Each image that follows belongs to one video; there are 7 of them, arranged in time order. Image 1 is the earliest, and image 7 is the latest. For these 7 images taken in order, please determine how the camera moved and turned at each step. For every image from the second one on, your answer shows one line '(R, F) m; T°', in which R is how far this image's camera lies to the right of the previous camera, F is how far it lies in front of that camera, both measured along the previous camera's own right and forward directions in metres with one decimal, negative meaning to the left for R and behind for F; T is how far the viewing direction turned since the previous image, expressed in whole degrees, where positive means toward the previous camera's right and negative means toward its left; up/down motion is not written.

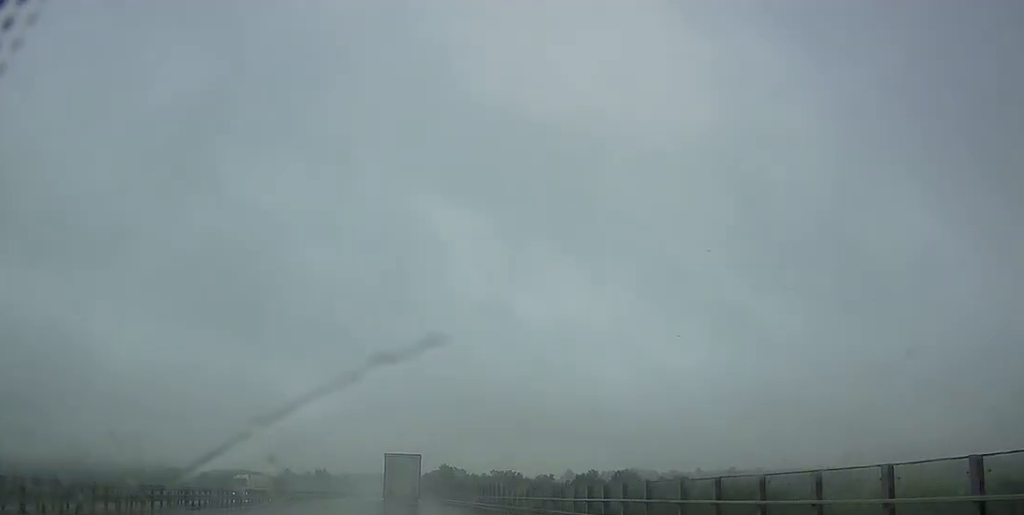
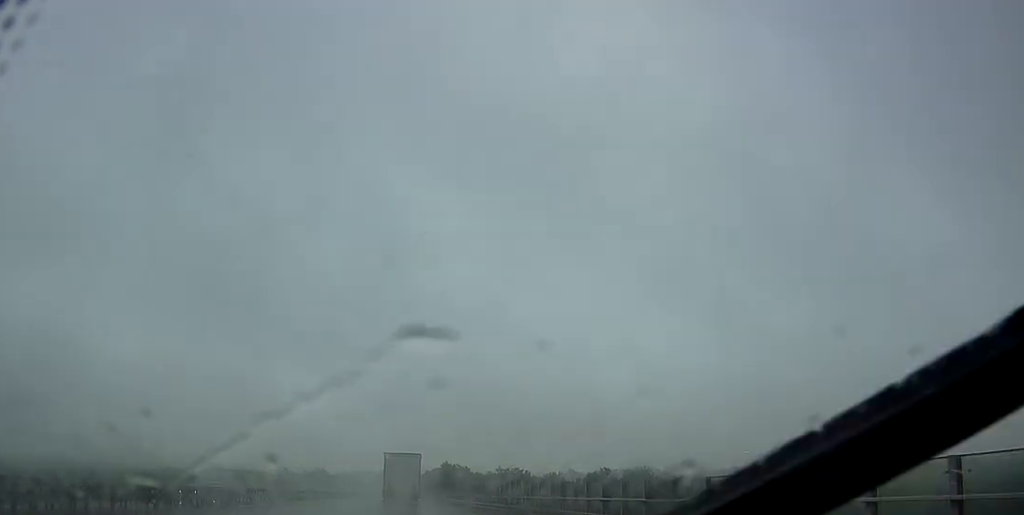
(+0.1, +14.2) m; +1°
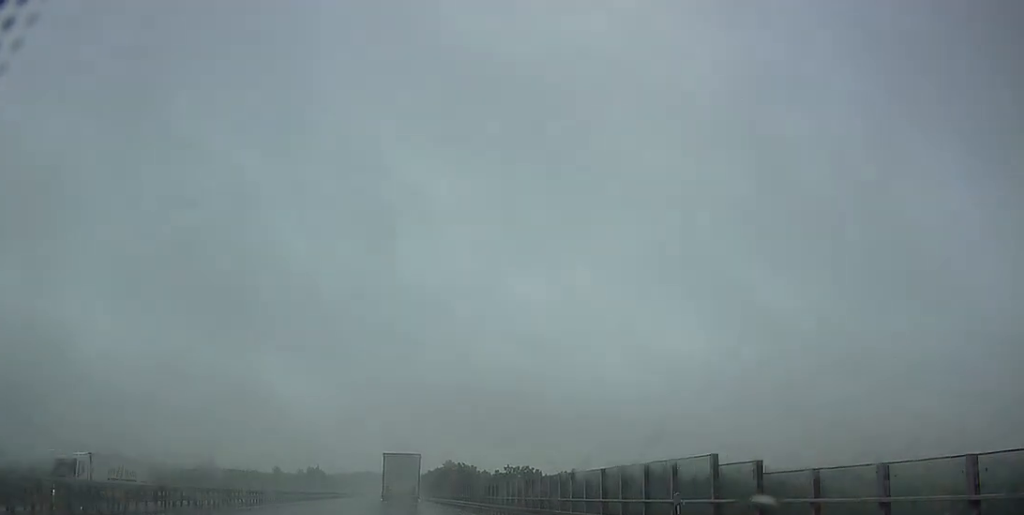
(+0.6, +16.4) m; +1°
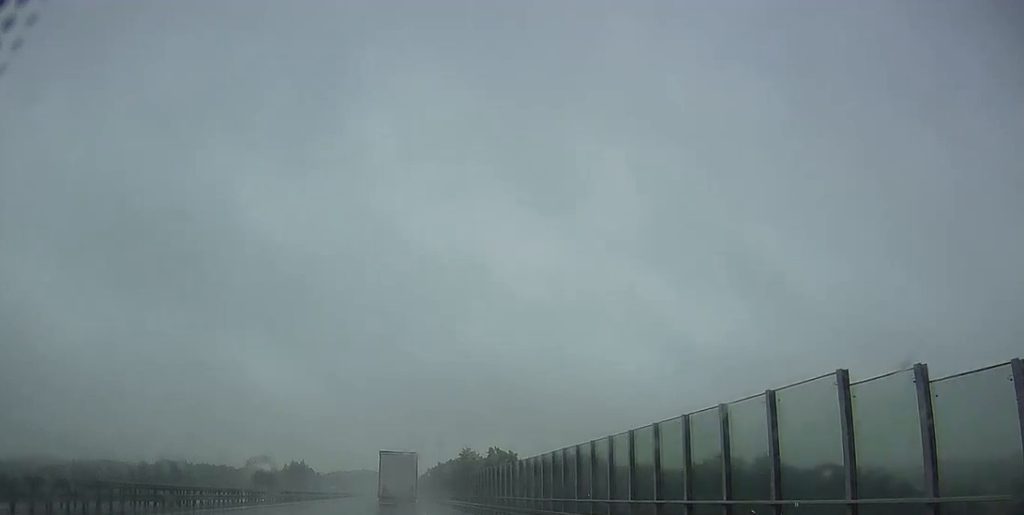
(-0.1, +61.5) m; 0°
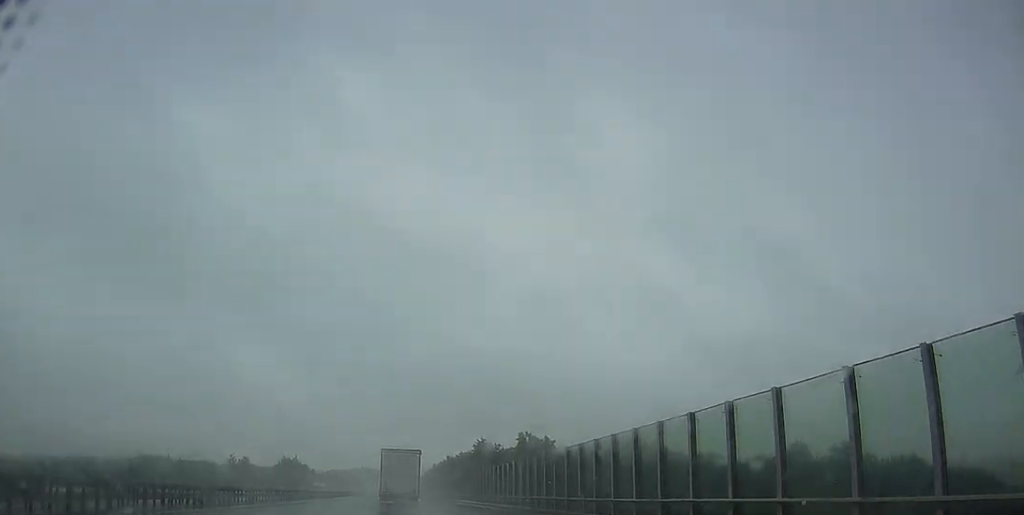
(0.0, +28.0) m; 0°
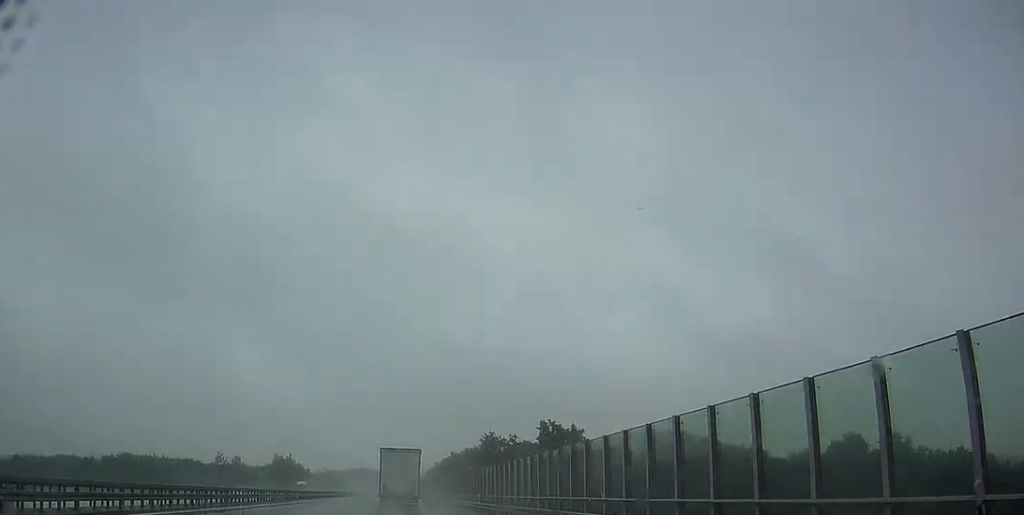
(0.0, +14.9) m; 0°
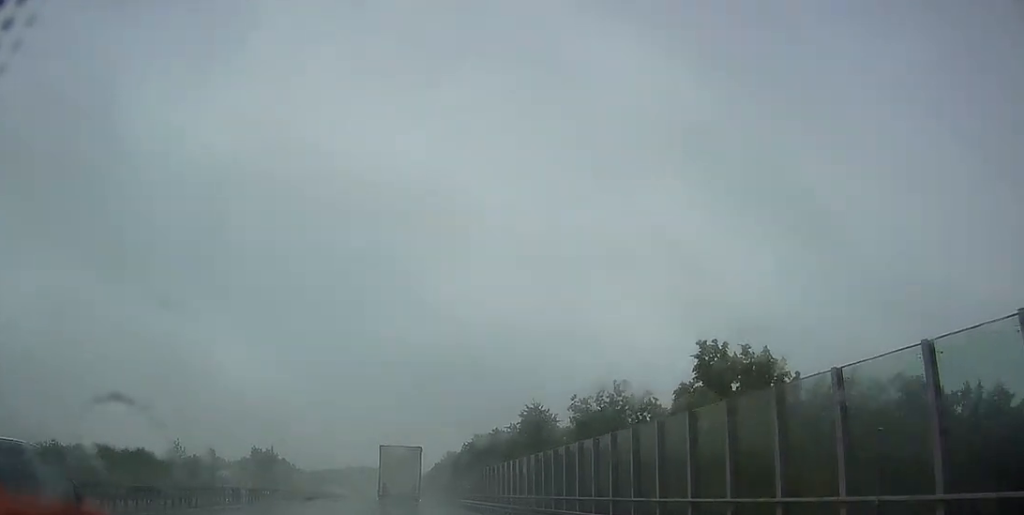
(+0.2, +43.6) m; 0°
